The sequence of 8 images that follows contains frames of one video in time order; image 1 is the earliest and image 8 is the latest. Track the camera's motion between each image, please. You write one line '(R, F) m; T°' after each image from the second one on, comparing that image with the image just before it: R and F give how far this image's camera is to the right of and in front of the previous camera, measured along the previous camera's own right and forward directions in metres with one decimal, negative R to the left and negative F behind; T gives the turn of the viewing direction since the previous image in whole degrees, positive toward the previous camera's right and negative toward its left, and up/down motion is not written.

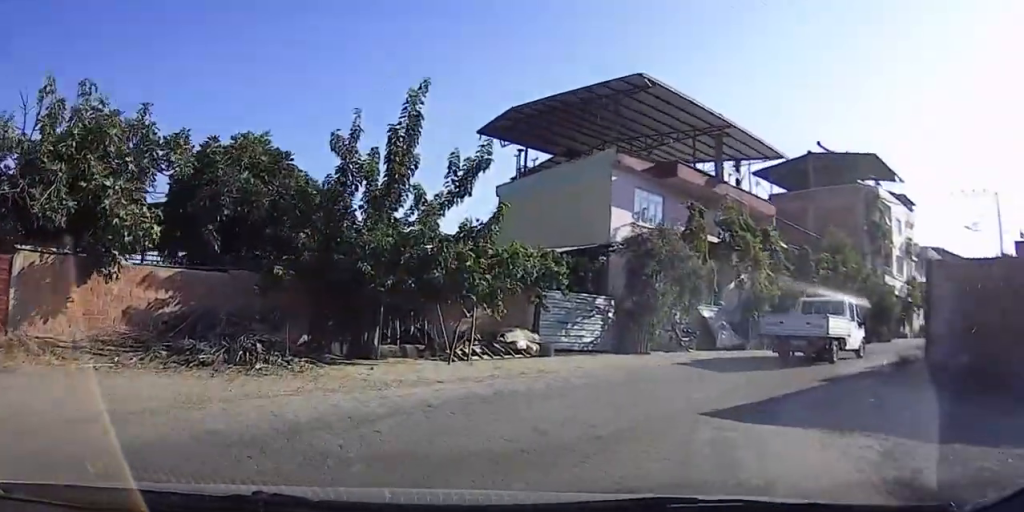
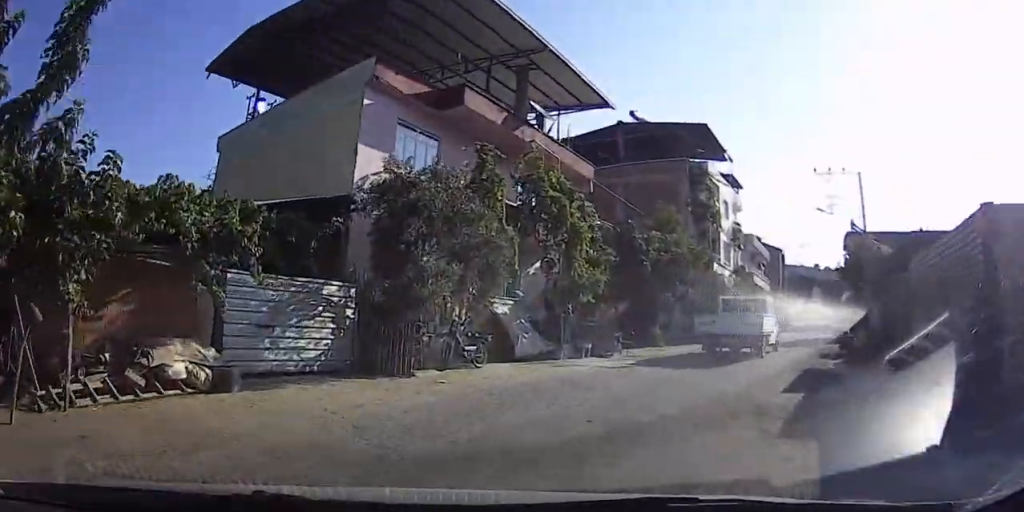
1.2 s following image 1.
(+1.2, +6.3) m; +20°
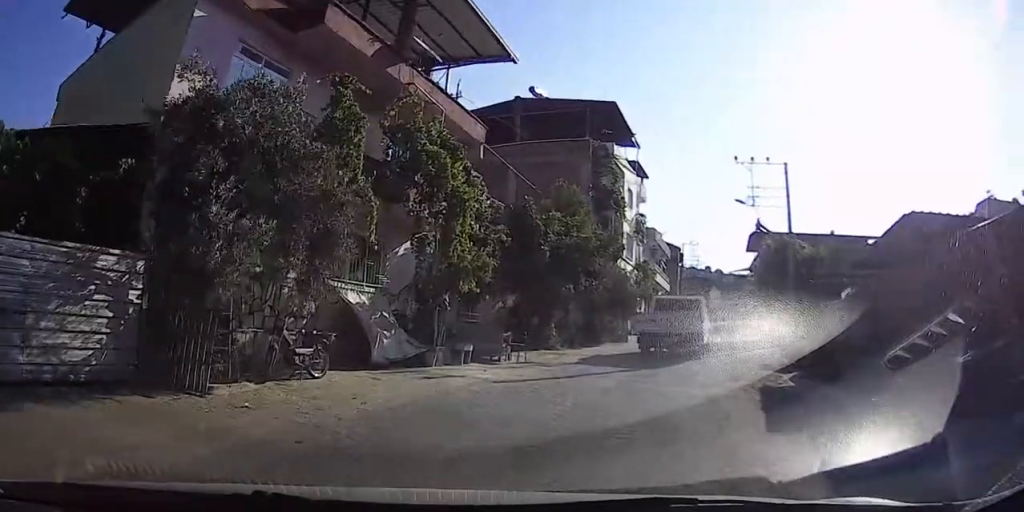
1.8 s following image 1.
(-0.2, +3.2) m; +14°
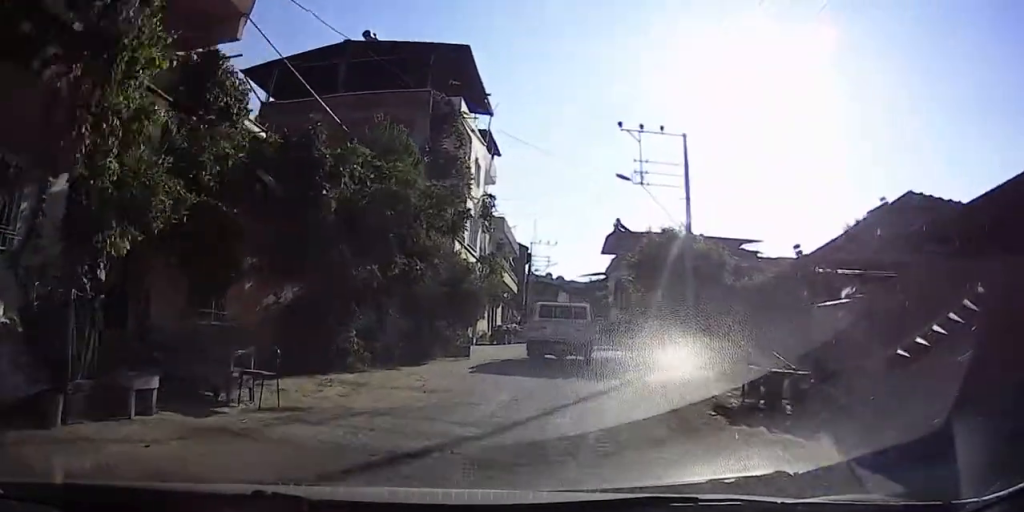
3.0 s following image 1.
(+1.9, +6.1) m; +16°
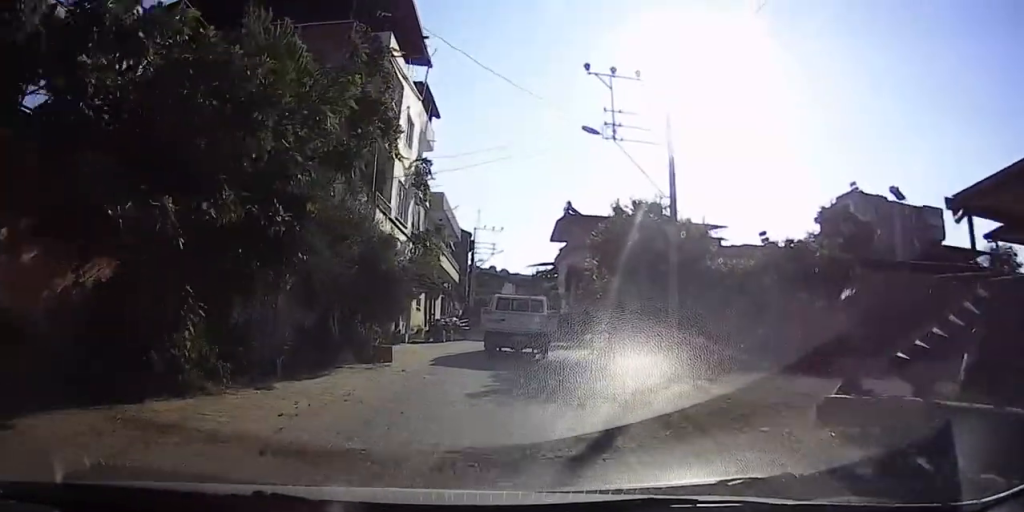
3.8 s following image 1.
(-0.4, +5.2) m; +11°
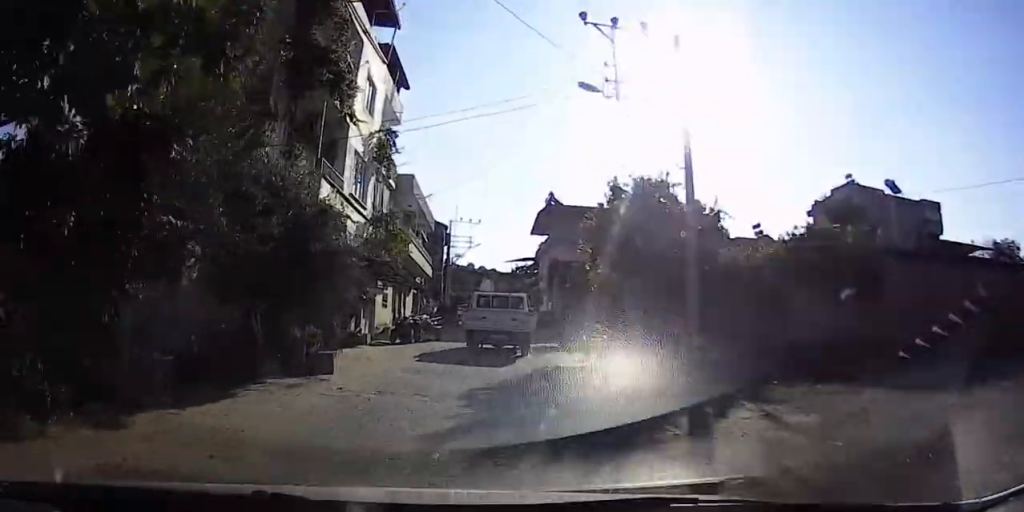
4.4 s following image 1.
(+0.7, +3.7) m; +9°
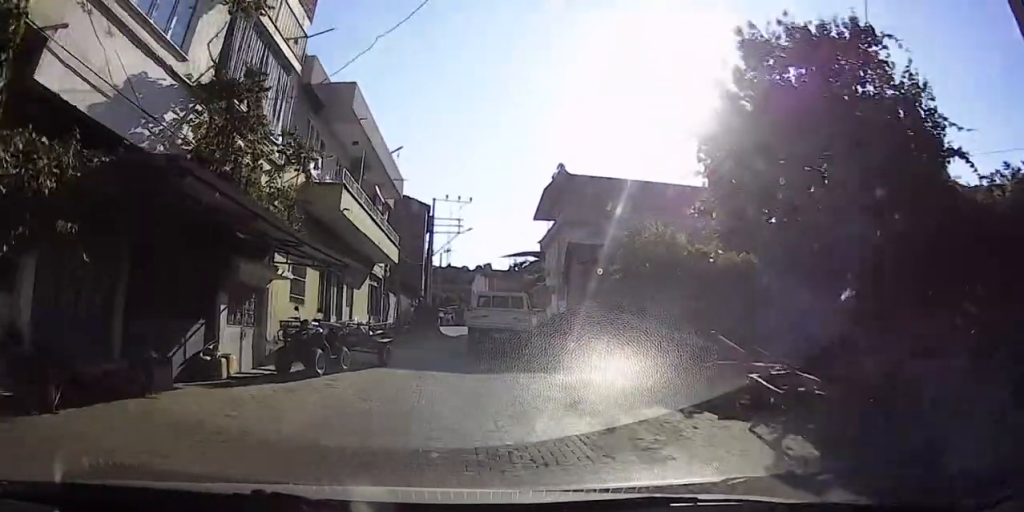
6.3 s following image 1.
(+1.7, +11.9) m; +1°
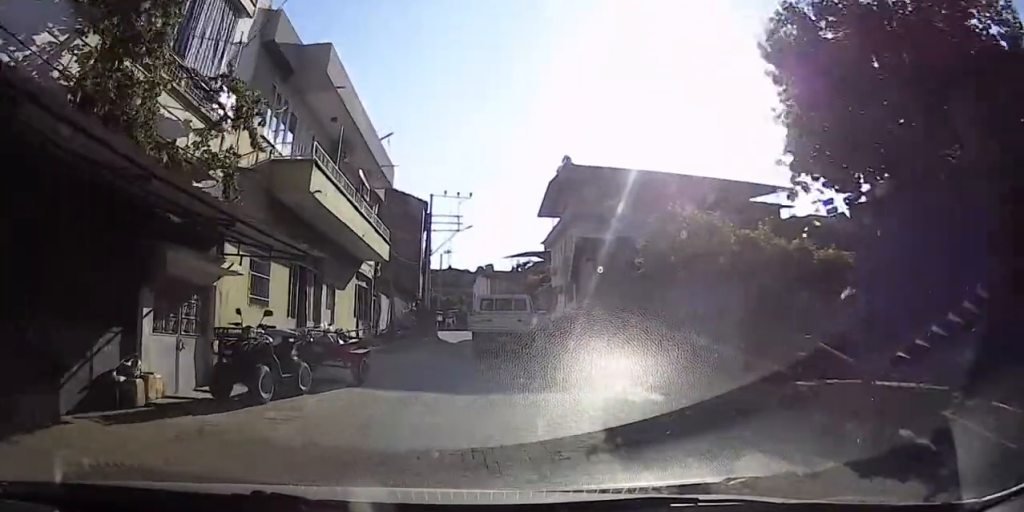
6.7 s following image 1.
(+0.3, +2.9) m; -8°
